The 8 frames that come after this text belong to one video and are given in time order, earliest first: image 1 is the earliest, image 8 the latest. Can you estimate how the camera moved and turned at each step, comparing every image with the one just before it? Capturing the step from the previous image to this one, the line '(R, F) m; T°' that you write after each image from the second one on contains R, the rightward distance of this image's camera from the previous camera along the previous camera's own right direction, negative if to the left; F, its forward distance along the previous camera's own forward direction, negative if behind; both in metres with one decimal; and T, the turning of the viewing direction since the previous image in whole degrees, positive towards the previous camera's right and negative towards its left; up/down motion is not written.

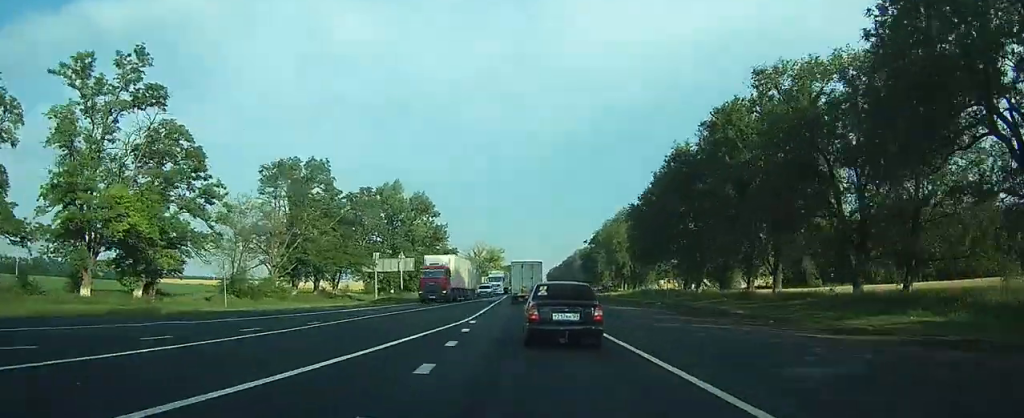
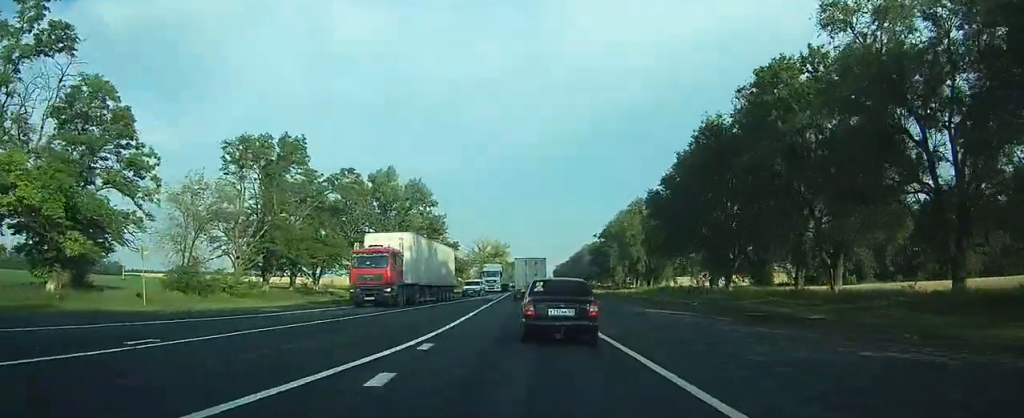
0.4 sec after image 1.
(0.0, +7.8) m; 0°
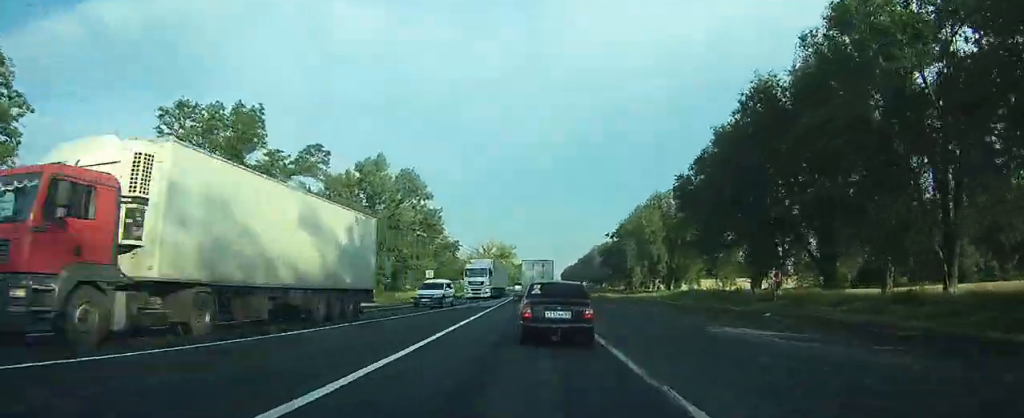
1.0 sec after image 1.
(0.0, +10.3) m; 0°
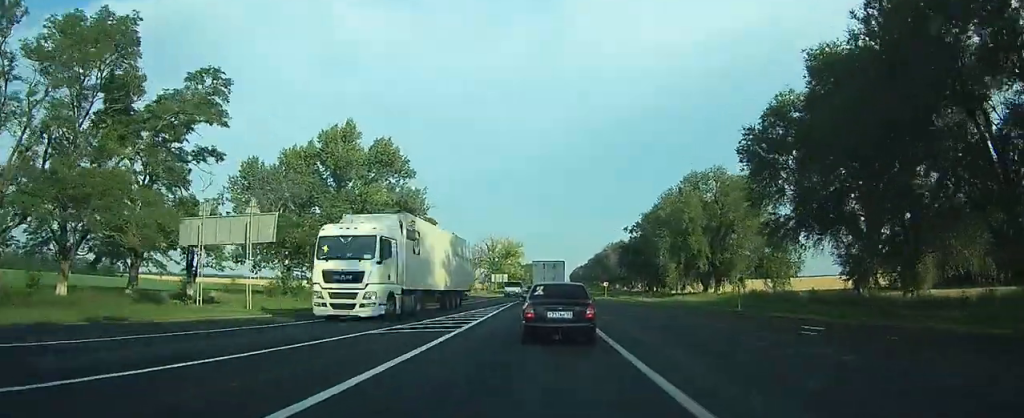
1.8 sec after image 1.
(-0.1, +18.3) m; -1°
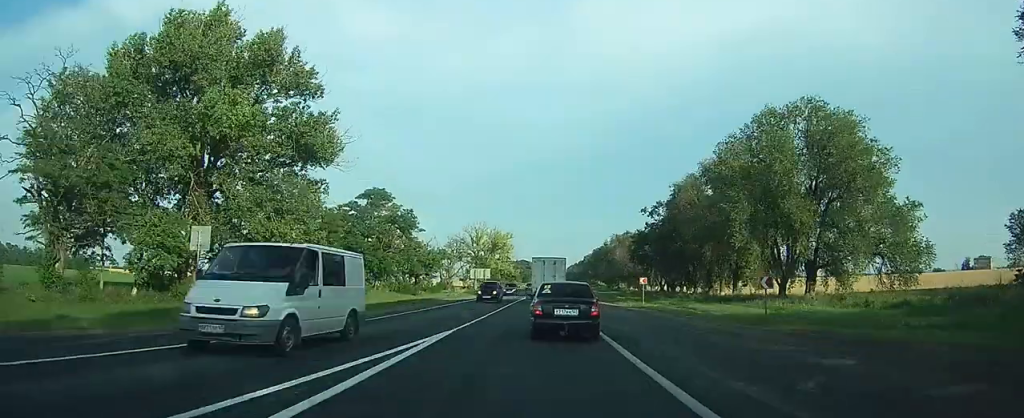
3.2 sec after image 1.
(-0.1, +35.3) m; 0°
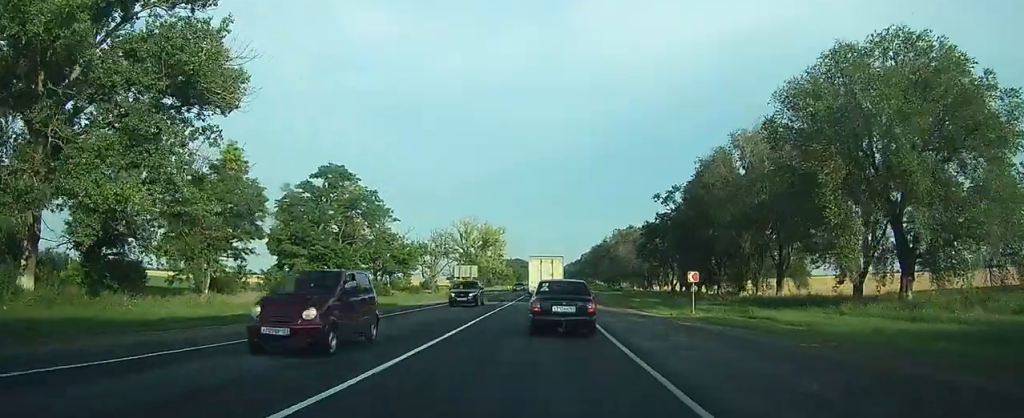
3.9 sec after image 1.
(0.0, +17.8) m; 0°
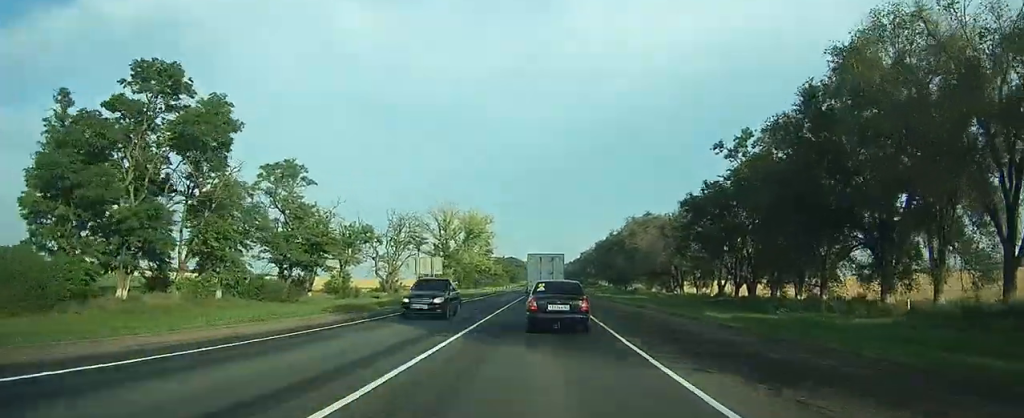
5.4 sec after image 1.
(-0.1, +34.5) m; 0°
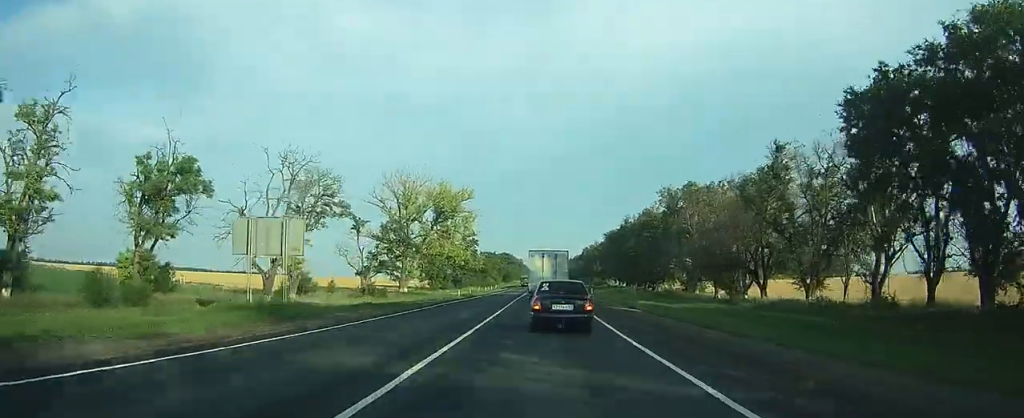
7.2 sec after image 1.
(+0.2, +36.4) m; 0°
